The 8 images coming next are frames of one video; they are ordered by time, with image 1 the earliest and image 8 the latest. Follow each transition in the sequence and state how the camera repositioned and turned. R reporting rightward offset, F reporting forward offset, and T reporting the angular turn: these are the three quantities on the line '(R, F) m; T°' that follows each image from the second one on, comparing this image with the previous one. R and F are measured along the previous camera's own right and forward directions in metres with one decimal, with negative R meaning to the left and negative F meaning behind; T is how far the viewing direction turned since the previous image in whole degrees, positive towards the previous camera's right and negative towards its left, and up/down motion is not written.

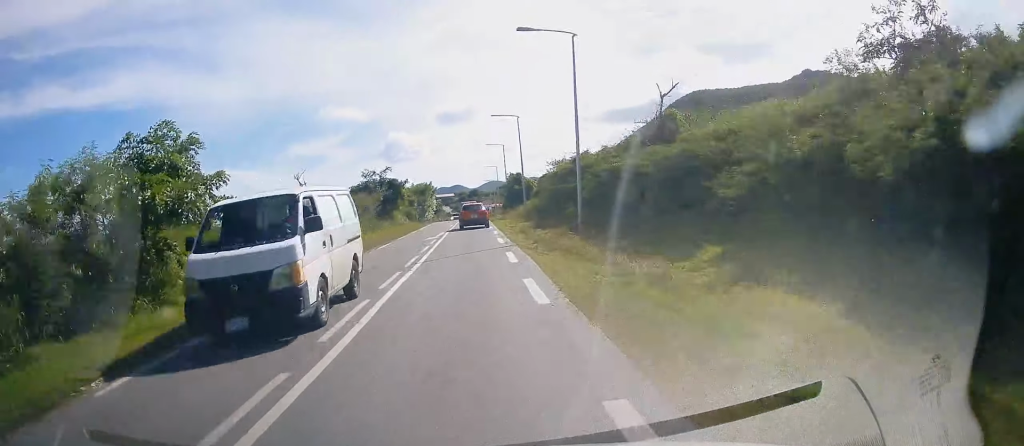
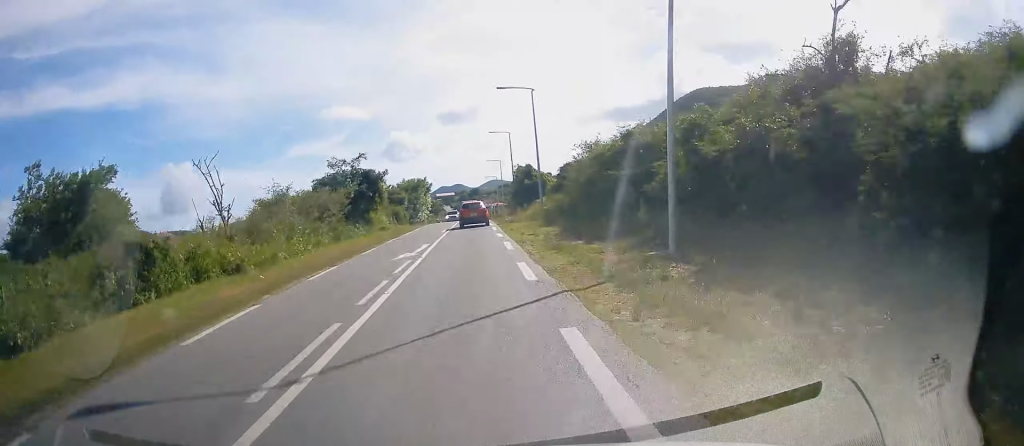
(0.0, +11.3) m; 0°
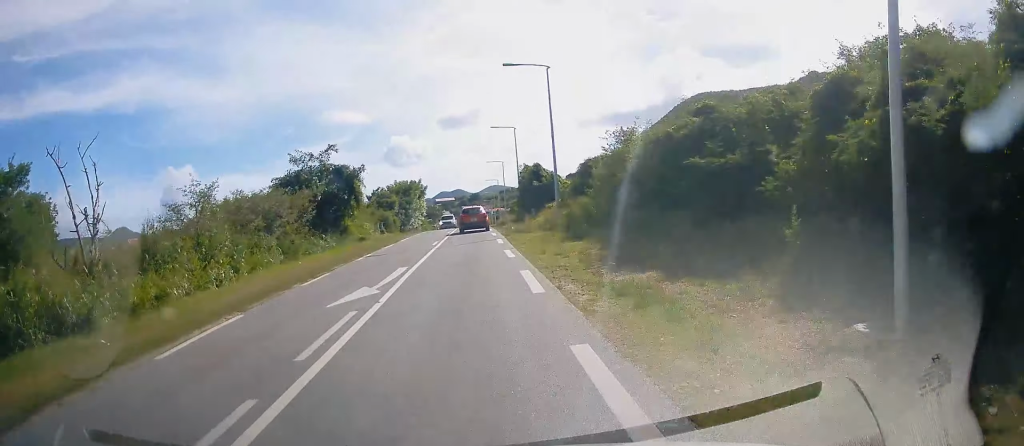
(0.0, +7.6) m; 0°
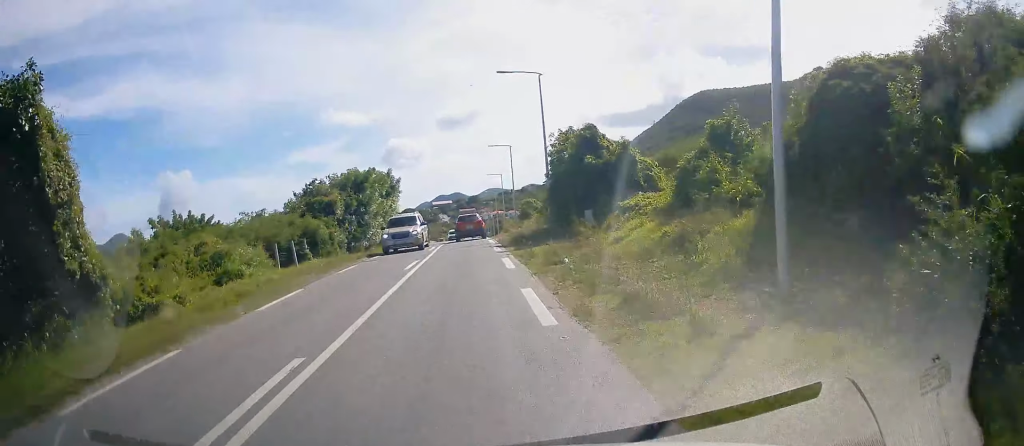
(0.0, +22.7) m; 0°
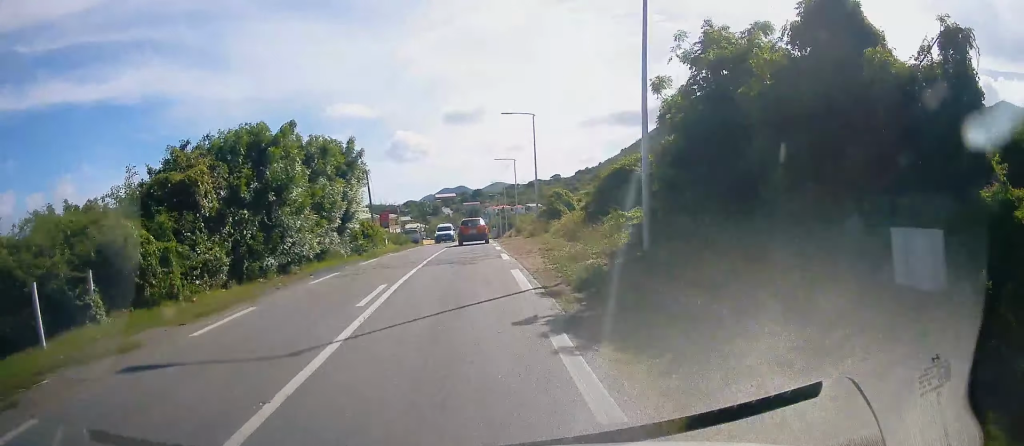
(-0.1, +16.9) m; 0°
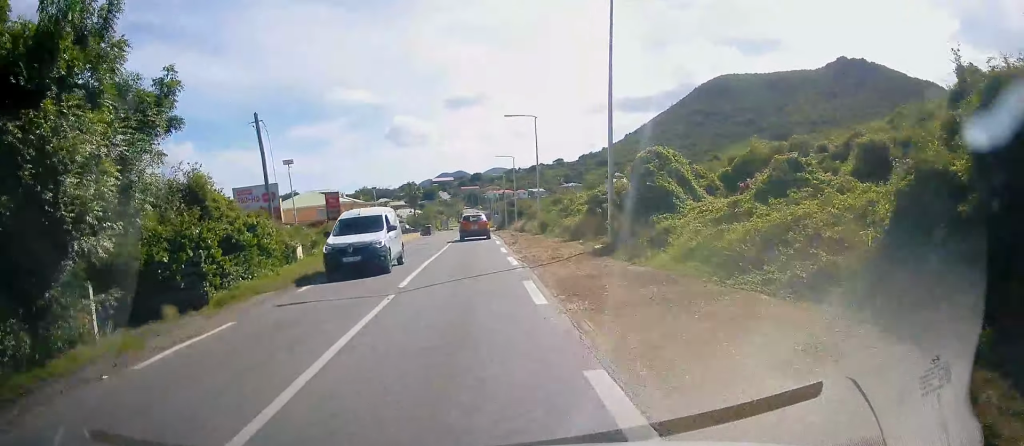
(0.0, +21.7) m; 0°
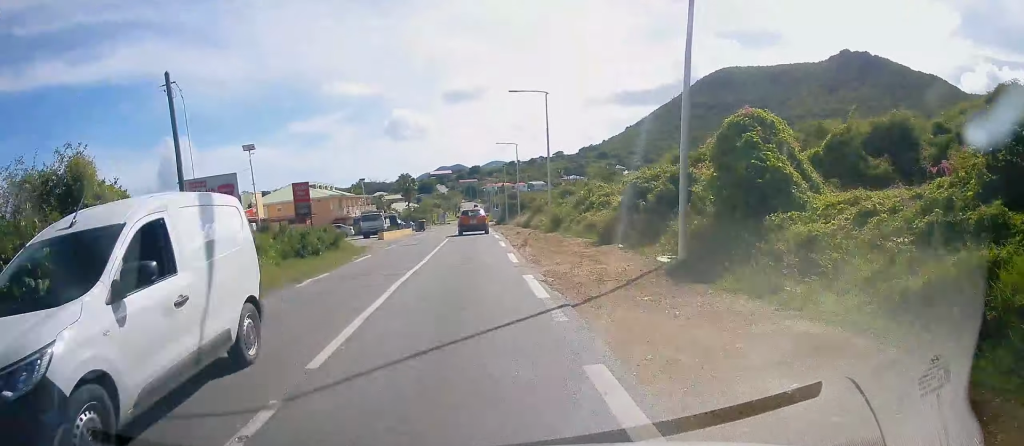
(0.0, +6.6) m; 0°
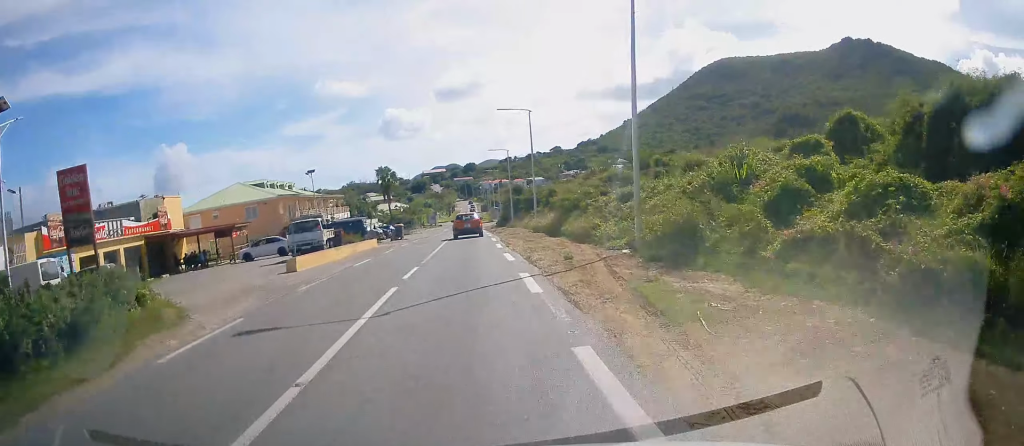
(0.0, +19.3) m; 0°
